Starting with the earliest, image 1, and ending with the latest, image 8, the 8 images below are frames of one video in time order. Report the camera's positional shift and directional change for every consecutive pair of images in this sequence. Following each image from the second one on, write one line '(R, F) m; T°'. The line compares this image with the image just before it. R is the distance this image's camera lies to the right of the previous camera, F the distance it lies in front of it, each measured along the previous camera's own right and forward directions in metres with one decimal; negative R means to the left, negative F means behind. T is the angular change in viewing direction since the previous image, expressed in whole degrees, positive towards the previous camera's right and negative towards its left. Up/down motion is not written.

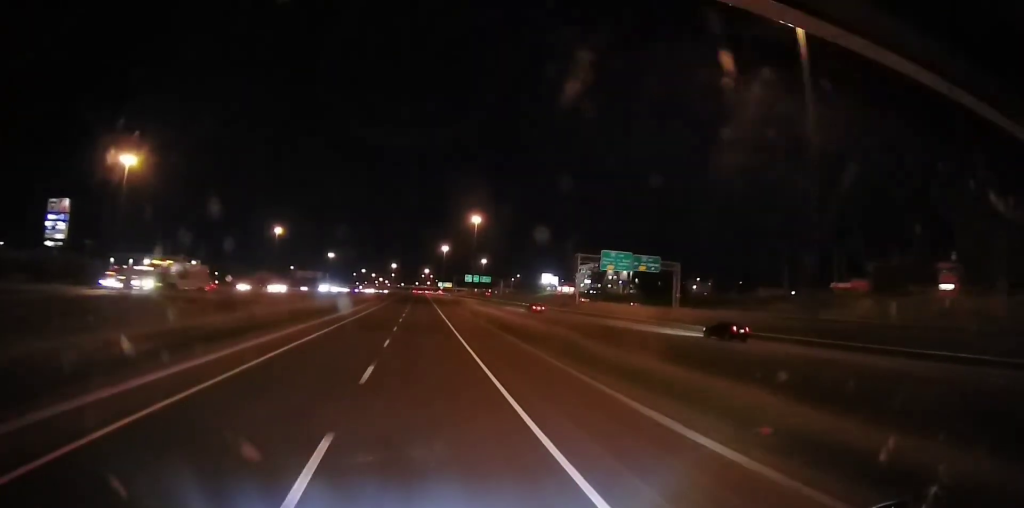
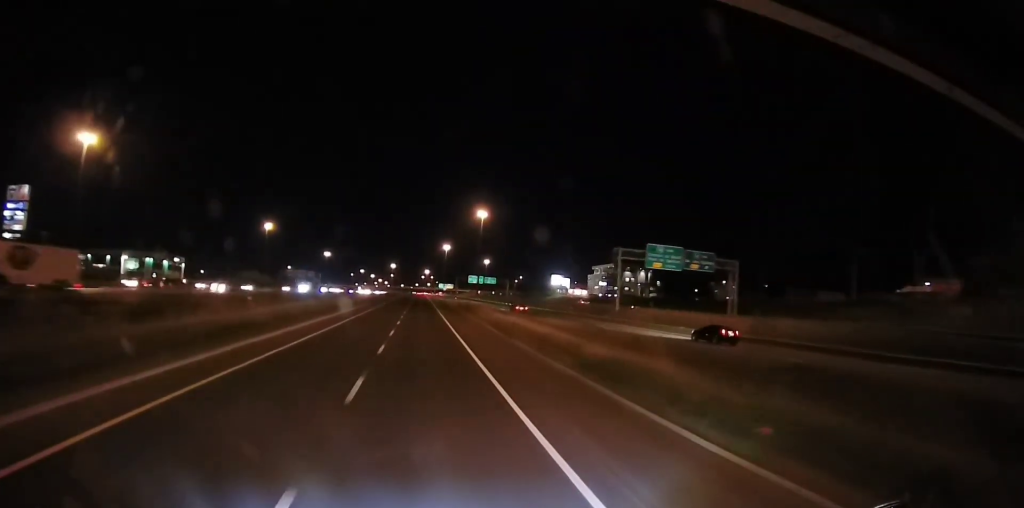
(-0.3, +20.9) m; 0°
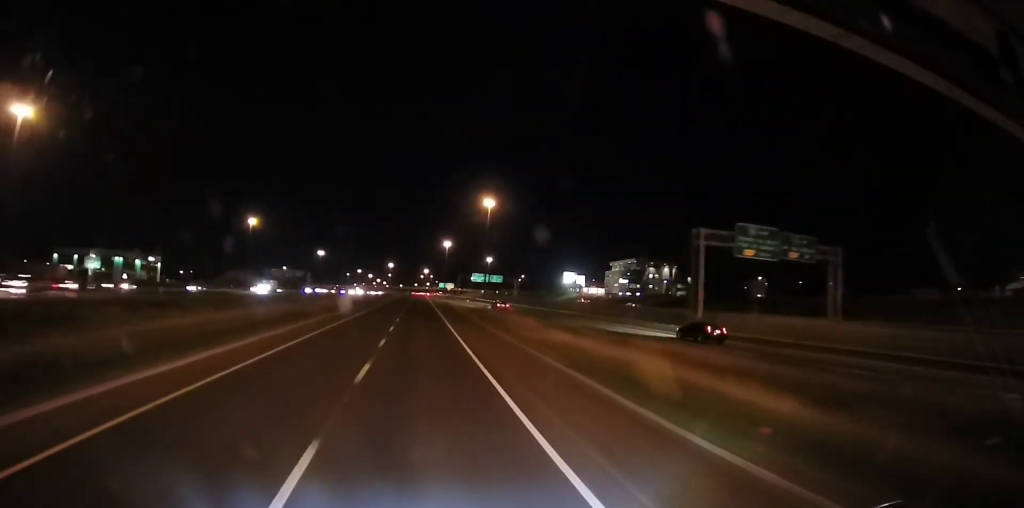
(-0.1, +24.8) m; 0°
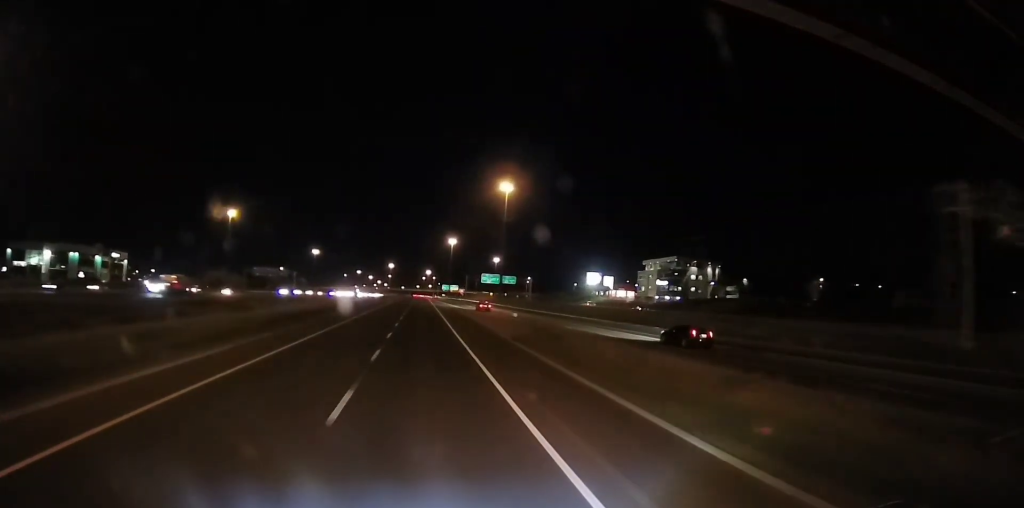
(+0.4, +31.4) m; +1°
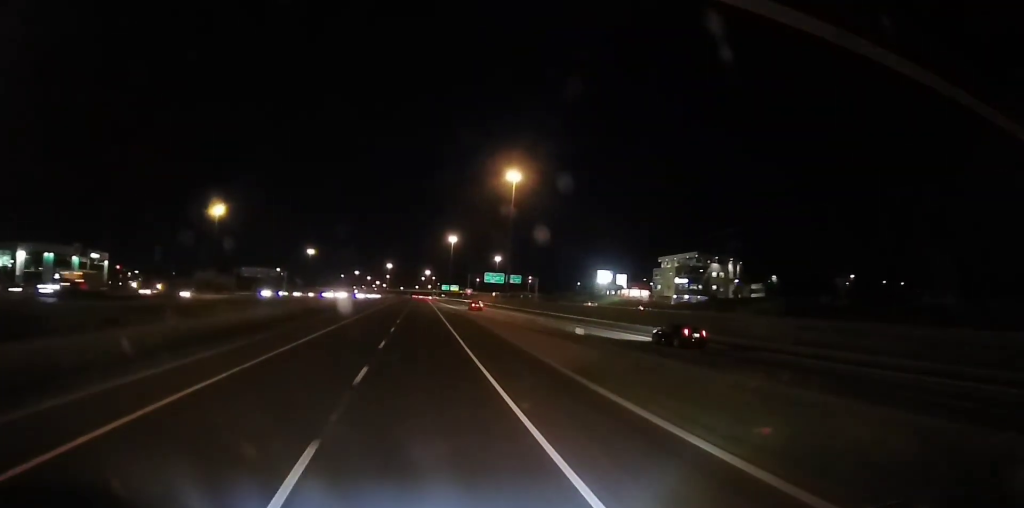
(-0.3, +13.6) m; 0°
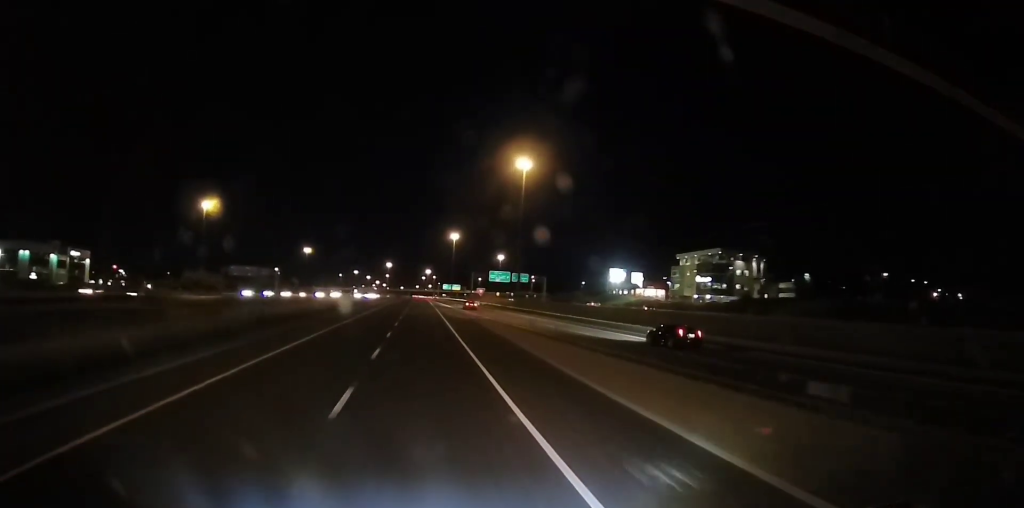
(+0.2, +12.4) m; 0°
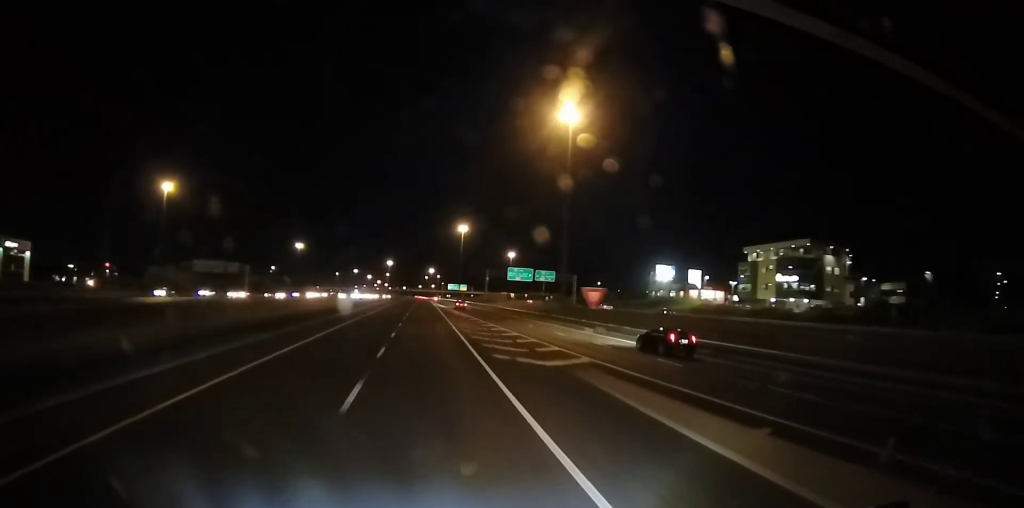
(+0.4, +35.1) m; -1°
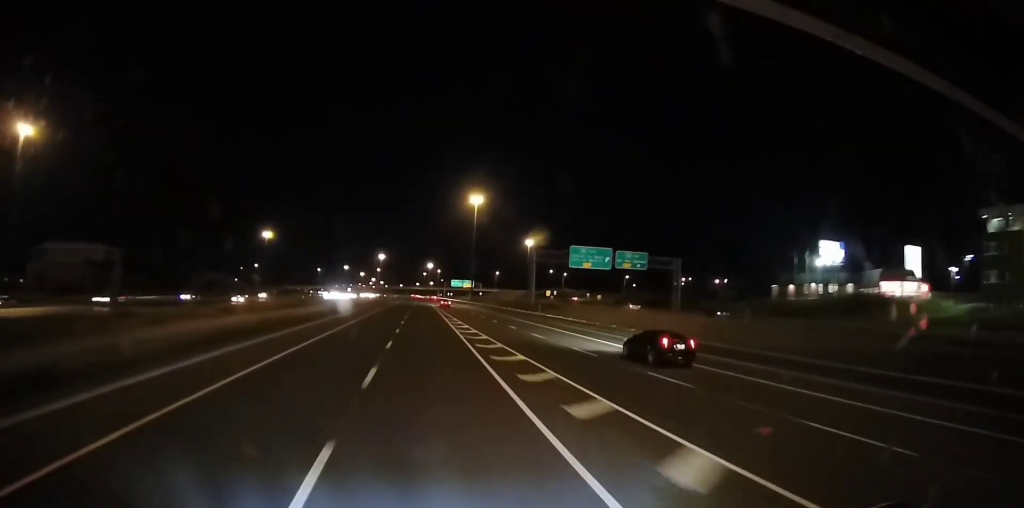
(-0.9, +69.8) m; 0°
